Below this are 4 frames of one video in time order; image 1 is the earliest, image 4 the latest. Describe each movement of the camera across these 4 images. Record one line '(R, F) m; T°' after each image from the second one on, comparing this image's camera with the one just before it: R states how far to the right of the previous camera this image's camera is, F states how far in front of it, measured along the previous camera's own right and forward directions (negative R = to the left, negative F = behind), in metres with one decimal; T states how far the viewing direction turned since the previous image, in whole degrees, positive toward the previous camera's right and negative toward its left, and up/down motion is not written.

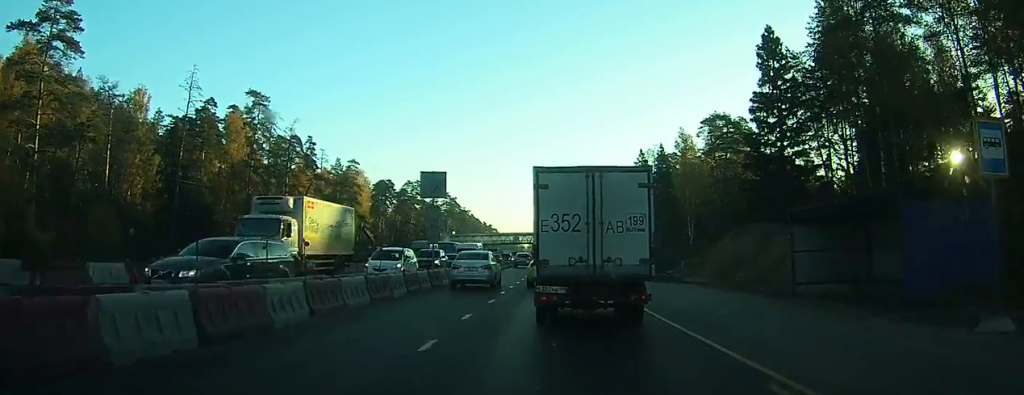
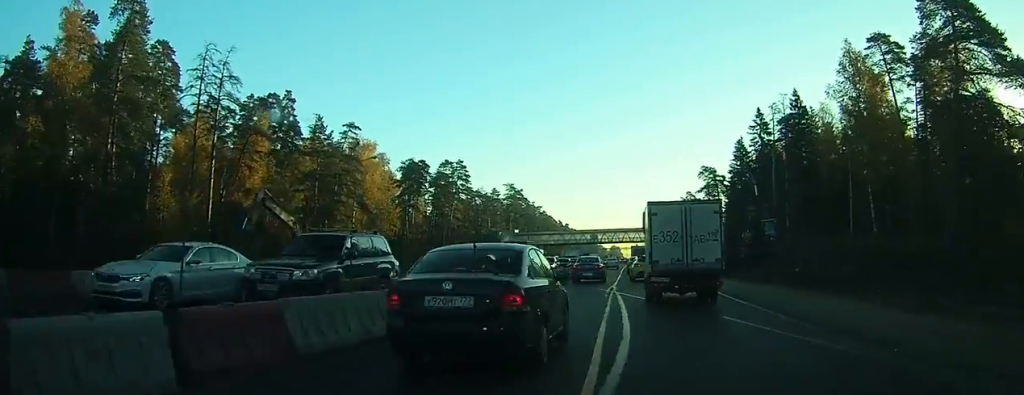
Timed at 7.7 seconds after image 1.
(-1.6, +41.5) m; -5°
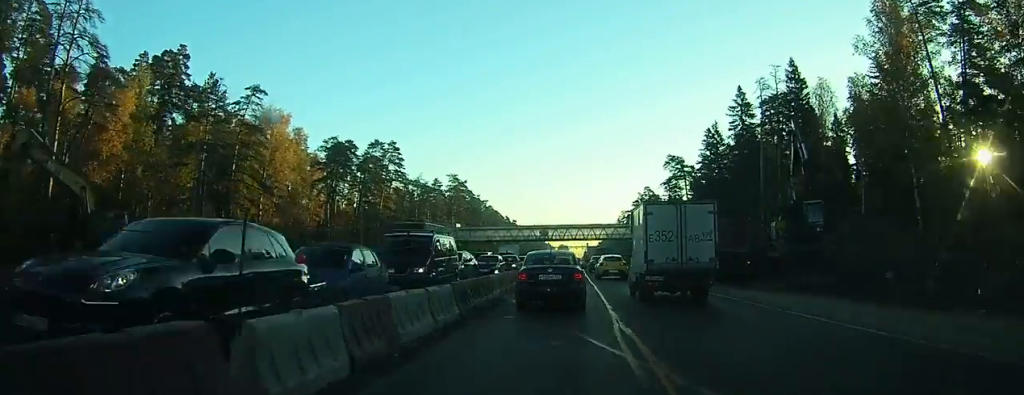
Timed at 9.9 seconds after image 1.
(-0.2, +17.0) m; 0°
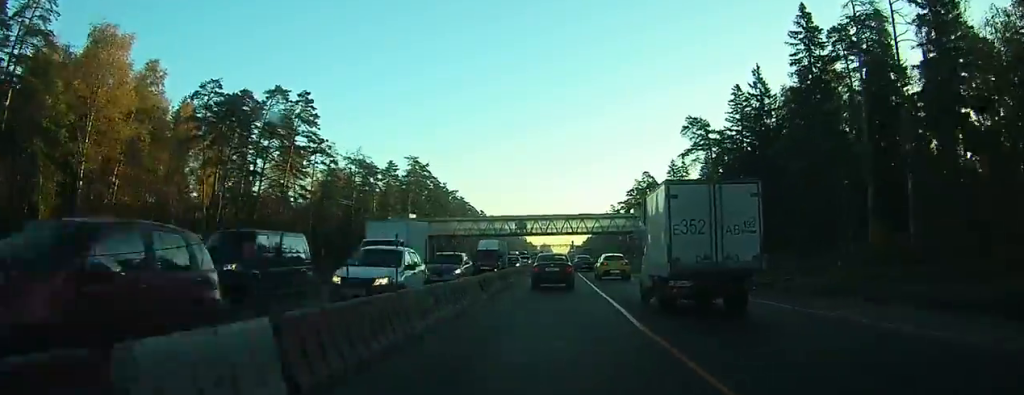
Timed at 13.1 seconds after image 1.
(+0.7, +34.8) m; +2°
